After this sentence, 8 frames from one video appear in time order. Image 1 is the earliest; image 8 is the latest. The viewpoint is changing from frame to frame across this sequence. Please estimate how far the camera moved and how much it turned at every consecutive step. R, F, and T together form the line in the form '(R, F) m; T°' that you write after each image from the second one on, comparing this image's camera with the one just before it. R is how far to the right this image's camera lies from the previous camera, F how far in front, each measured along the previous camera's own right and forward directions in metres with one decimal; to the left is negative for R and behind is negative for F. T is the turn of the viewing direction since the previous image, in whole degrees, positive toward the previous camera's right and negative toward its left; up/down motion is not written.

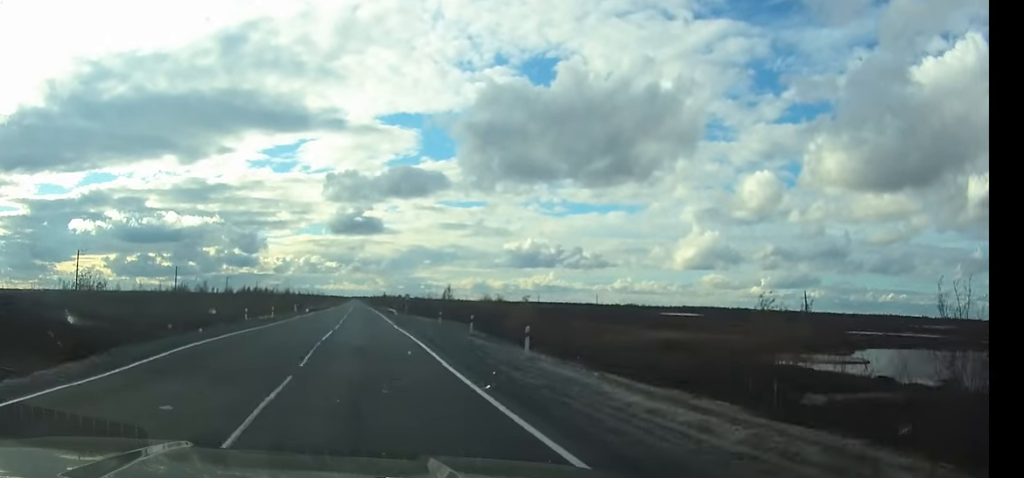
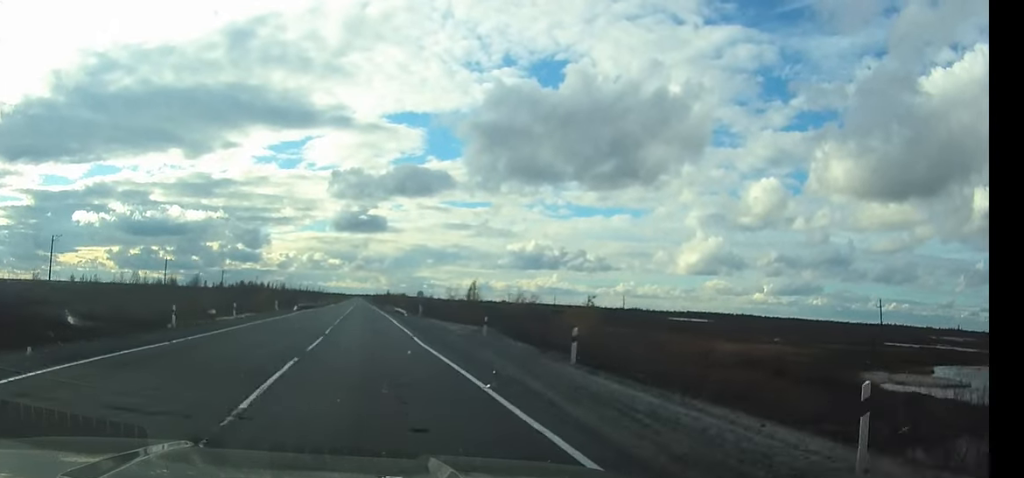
(0.0, +15.3) m; 0°
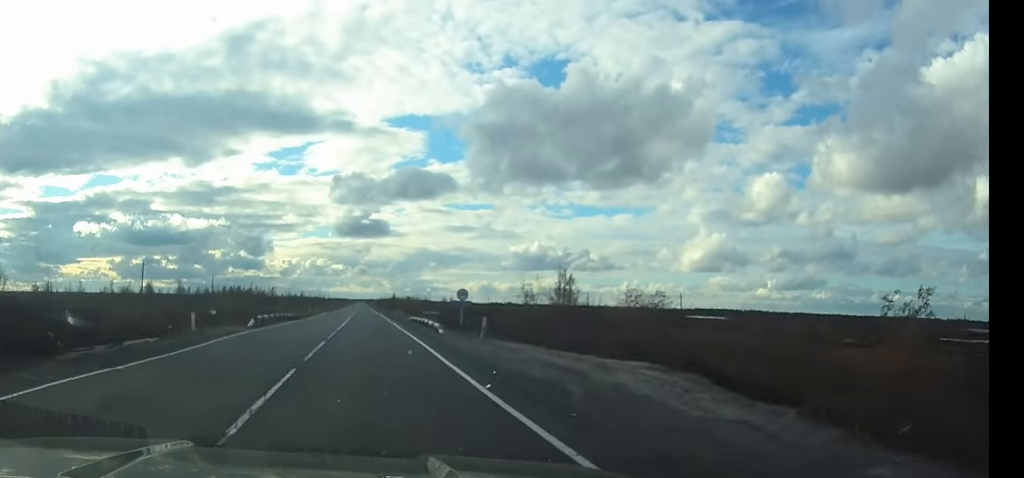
(0.0, +24.4) m; 0°
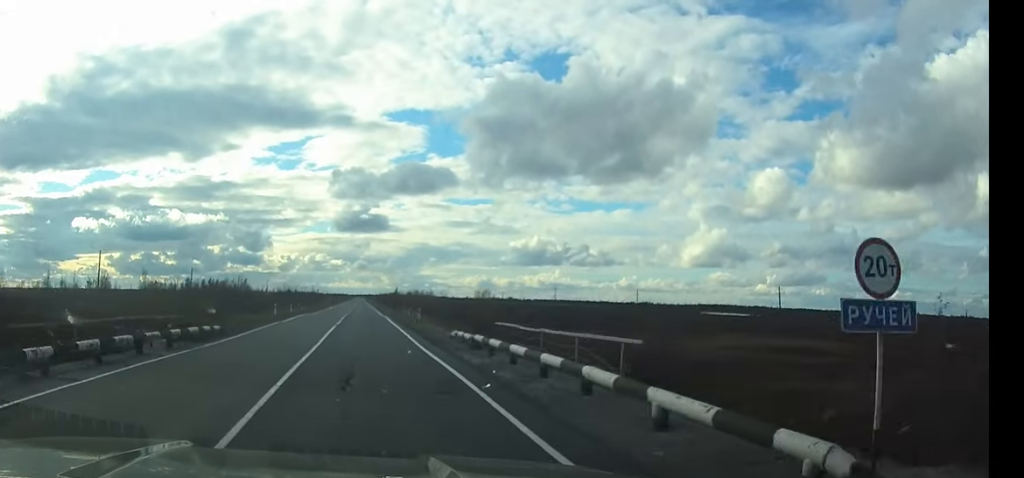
(0.0, +31.0) m; 0°
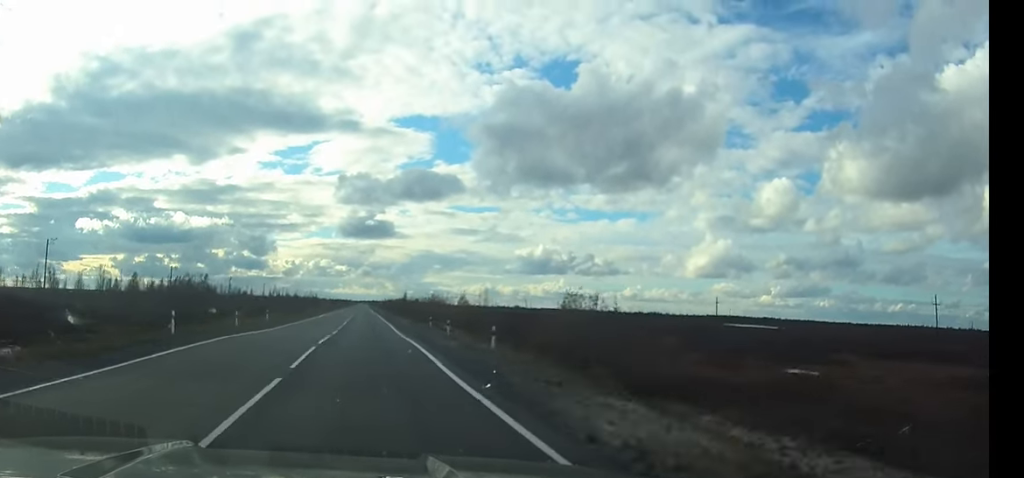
(0.0, +31.0) m; 0°
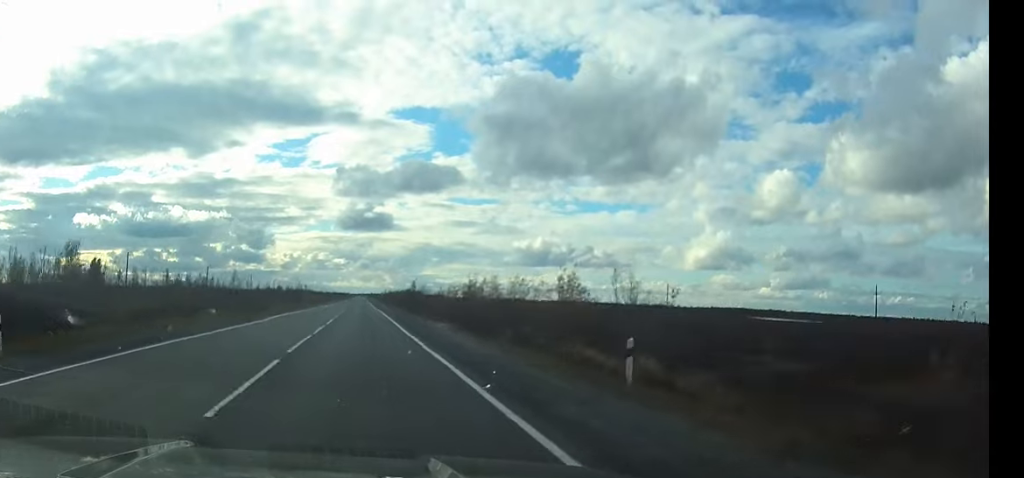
(-0.1, +37.8) m; 0°
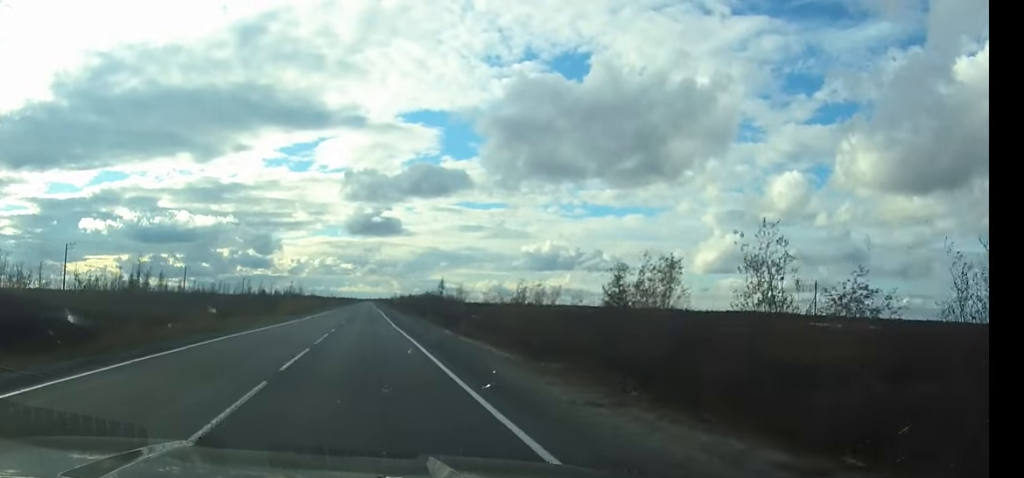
(-0.2, +43.0) m; 0°
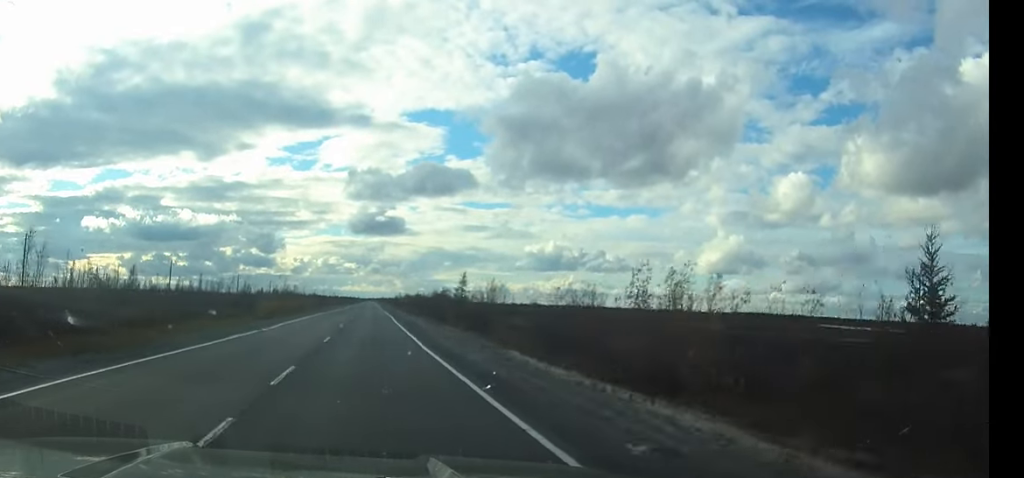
(0.0, +19.0) m; 0°
